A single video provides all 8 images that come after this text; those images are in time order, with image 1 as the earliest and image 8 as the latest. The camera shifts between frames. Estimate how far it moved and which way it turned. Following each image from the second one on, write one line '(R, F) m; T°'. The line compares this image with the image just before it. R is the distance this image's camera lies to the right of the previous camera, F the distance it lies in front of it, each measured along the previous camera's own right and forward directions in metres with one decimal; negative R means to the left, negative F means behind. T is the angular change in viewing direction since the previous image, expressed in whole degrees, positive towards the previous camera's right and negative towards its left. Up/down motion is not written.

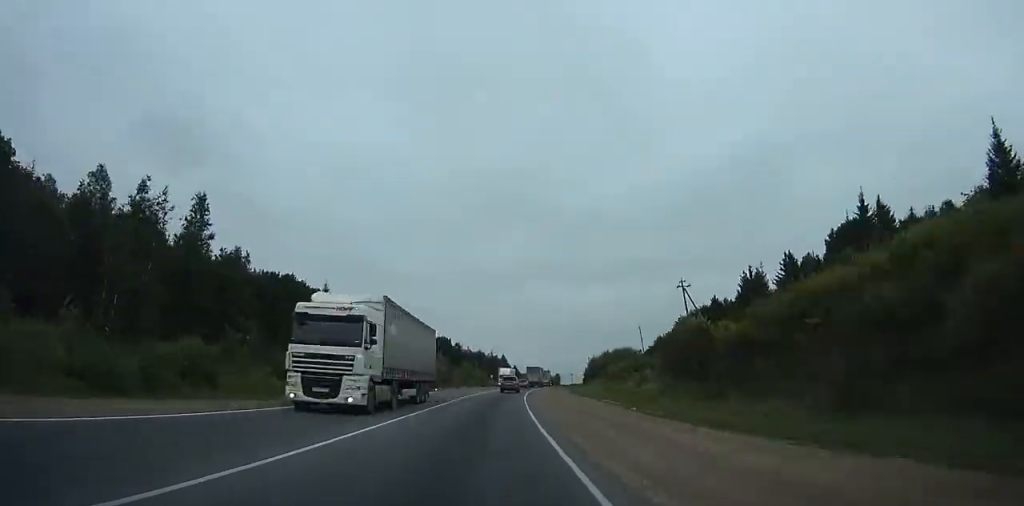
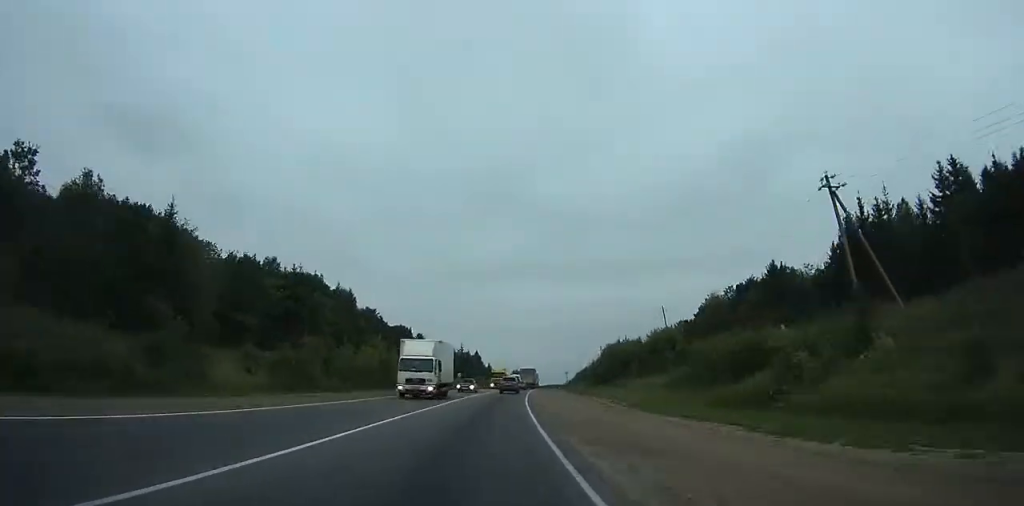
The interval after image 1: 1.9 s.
(+2.2, +36.8) m; +1°
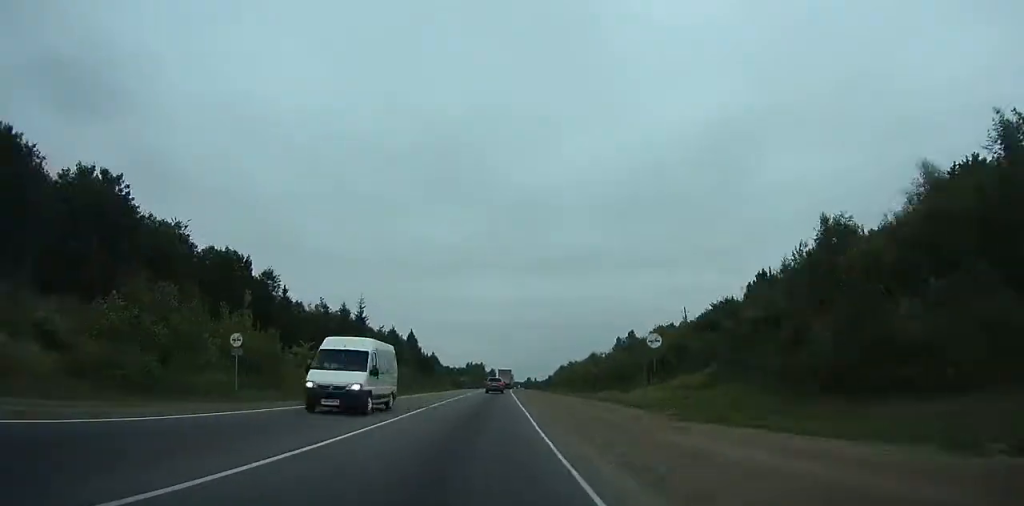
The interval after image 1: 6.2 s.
(-3.7, +82.7) m; -3°
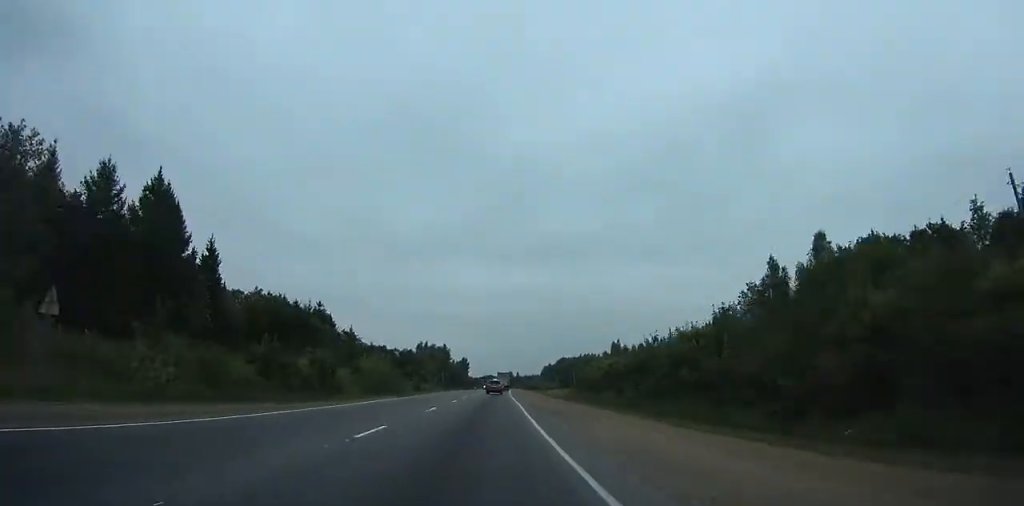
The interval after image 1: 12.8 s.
(+10.8, +128.4) m; +6°
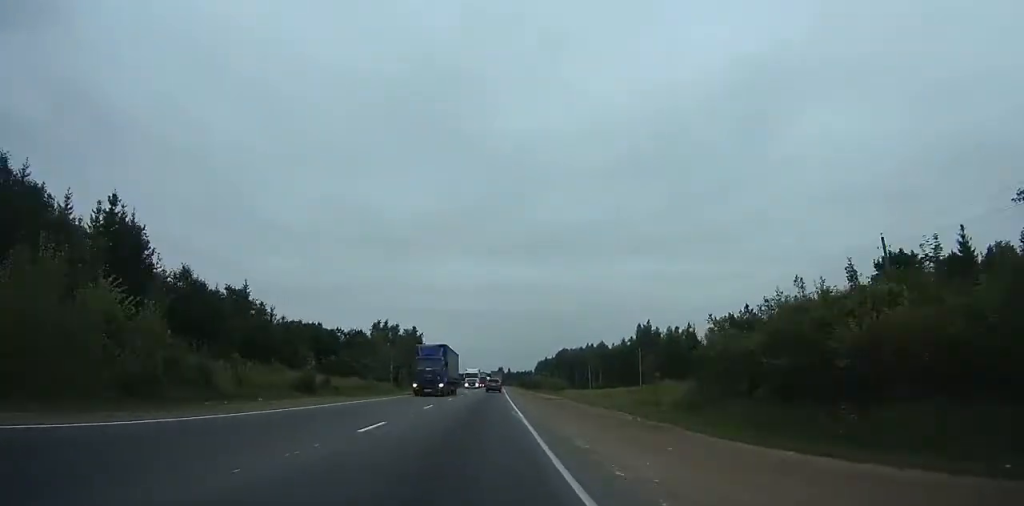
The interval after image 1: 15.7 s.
(+0.3, +58.0) m; +1°
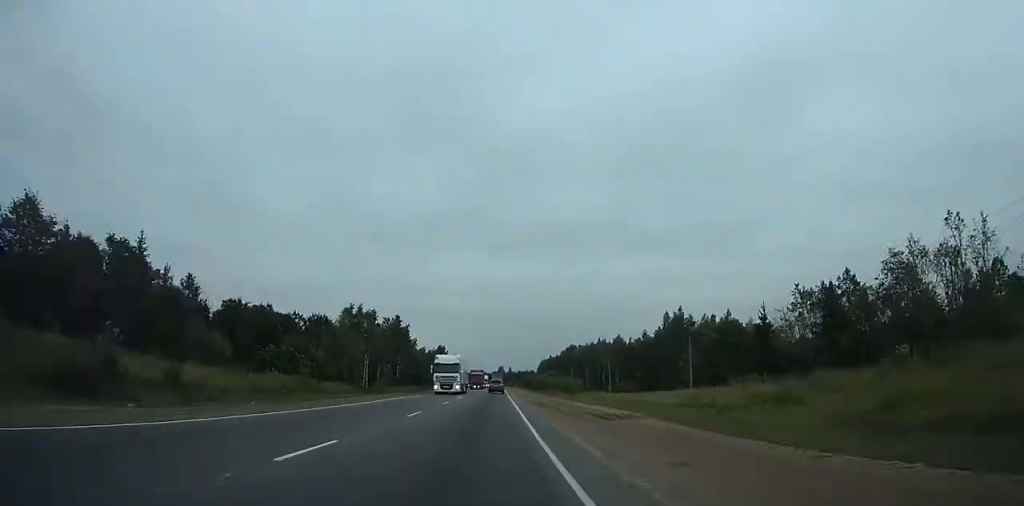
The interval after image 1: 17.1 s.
(+0.3, +28.7) m; 0°
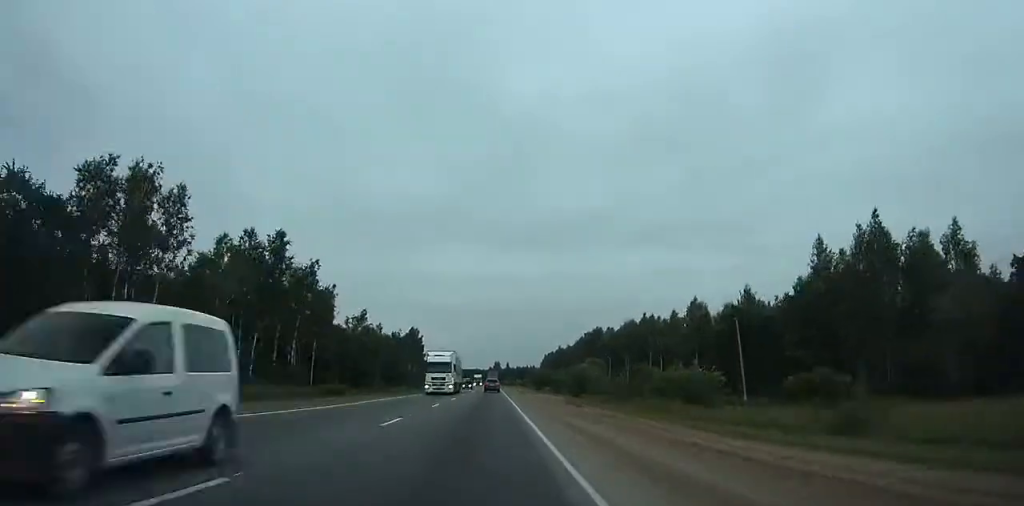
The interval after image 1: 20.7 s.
(+0.7, +75.4) m; +1°
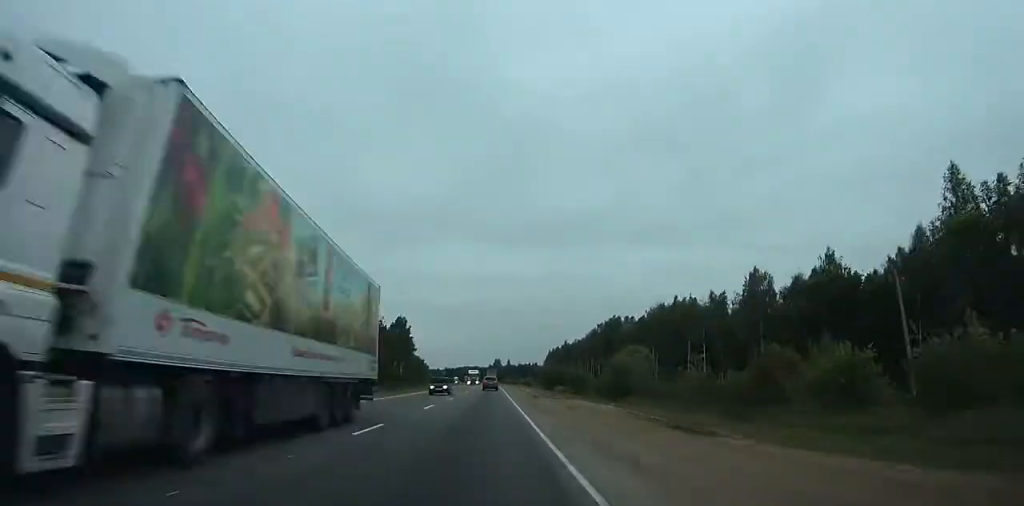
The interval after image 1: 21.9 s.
(+0.1, +25.6) m; 0°
